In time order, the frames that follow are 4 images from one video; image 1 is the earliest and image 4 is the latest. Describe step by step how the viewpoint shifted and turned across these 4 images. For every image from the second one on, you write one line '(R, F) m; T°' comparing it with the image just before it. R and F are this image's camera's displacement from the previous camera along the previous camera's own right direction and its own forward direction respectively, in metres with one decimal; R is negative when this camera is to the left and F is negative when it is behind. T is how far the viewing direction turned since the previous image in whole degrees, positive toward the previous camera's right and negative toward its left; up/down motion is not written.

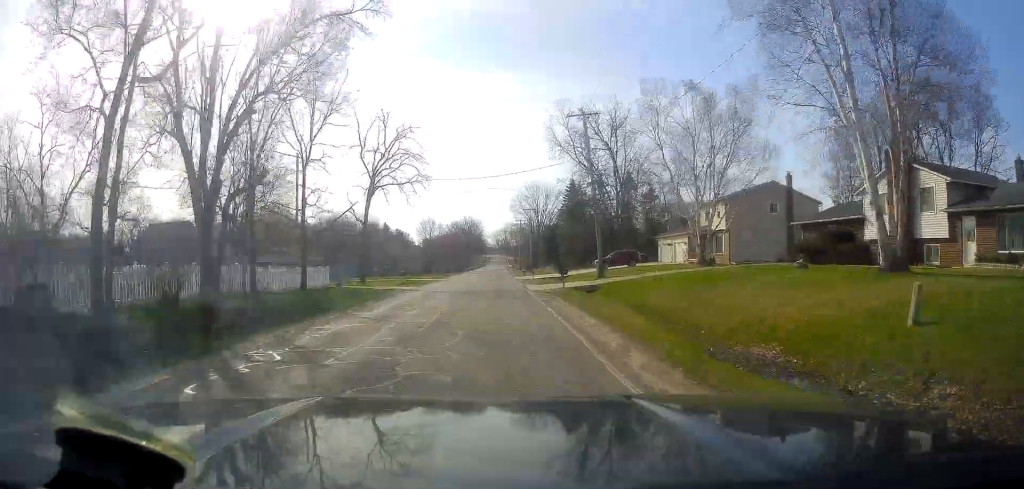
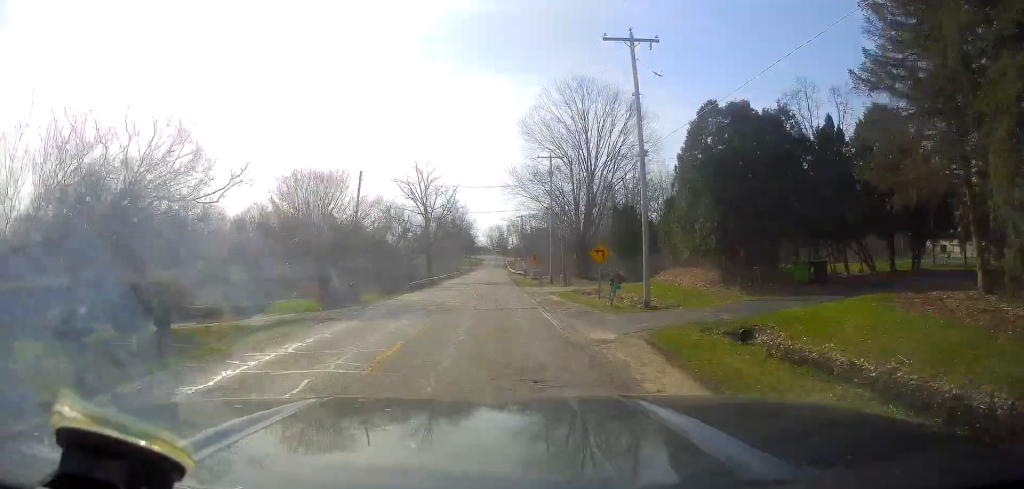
(-2.0, +82.3) m; 0°
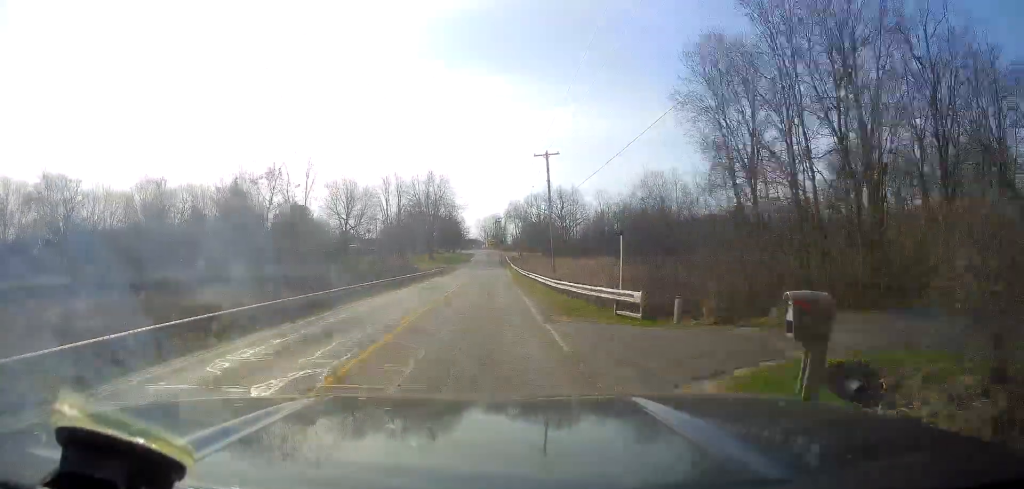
(+0.2, +68.3) m; -1°
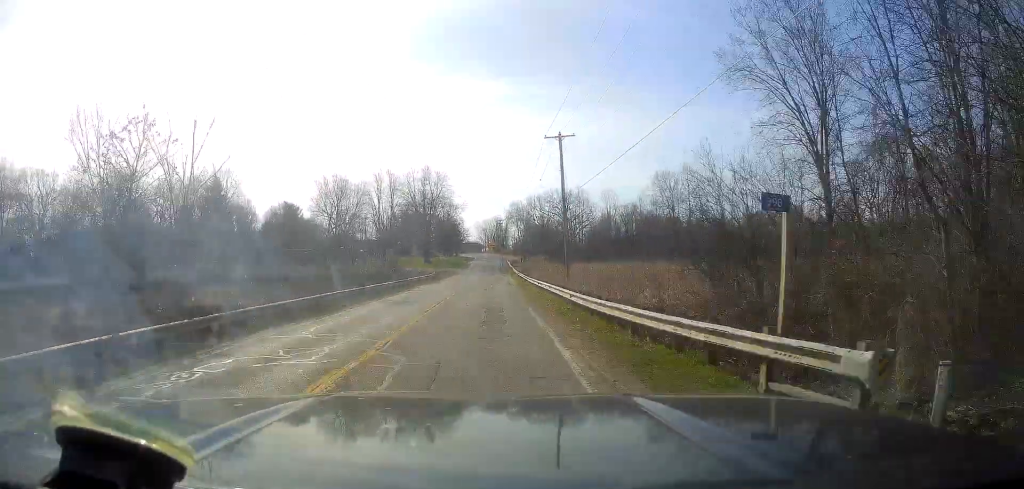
(-0.2, +10.0) m; 0°
